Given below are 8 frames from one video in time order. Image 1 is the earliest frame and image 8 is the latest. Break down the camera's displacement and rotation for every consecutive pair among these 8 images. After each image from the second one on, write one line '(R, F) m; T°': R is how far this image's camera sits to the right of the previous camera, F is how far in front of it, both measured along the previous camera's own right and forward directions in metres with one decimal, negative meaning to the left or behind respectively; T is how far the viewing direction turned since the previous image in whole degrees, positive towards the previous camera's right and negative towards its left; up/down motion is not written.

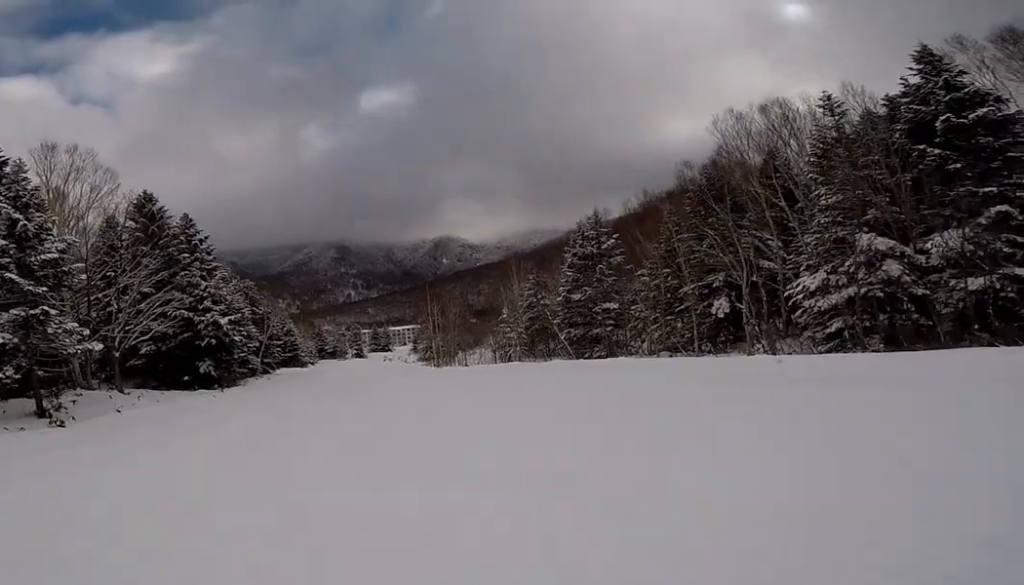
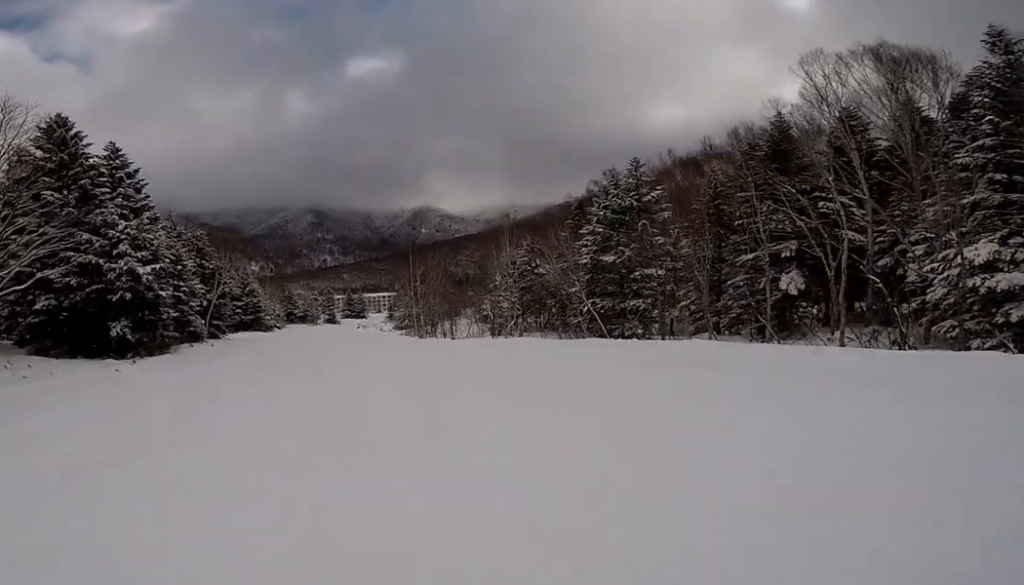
(-0.5, +6.6) m; -5°
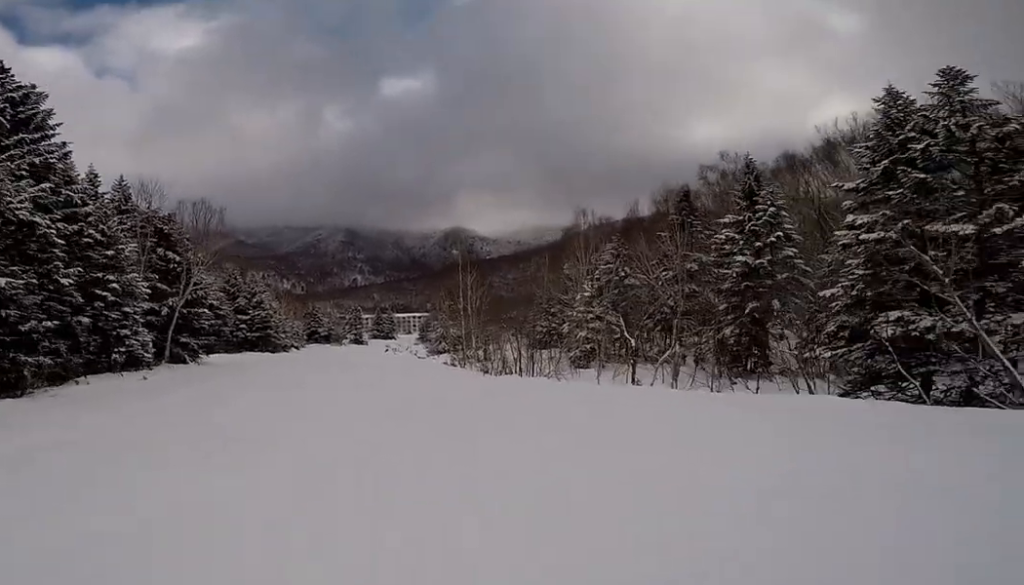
(-0.1, +13.1) m; +7°
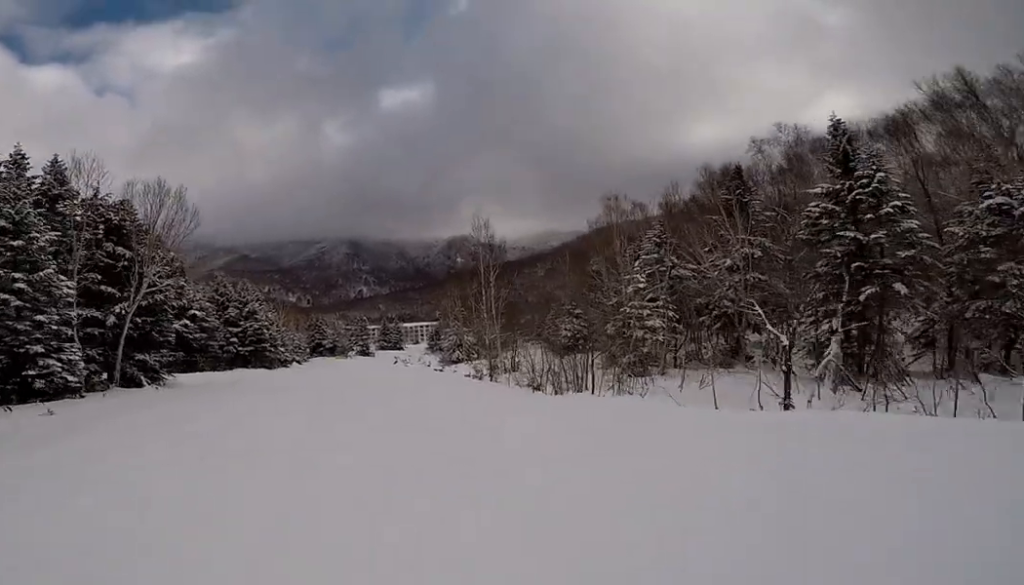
(+1.2, +6.2) m; 0°
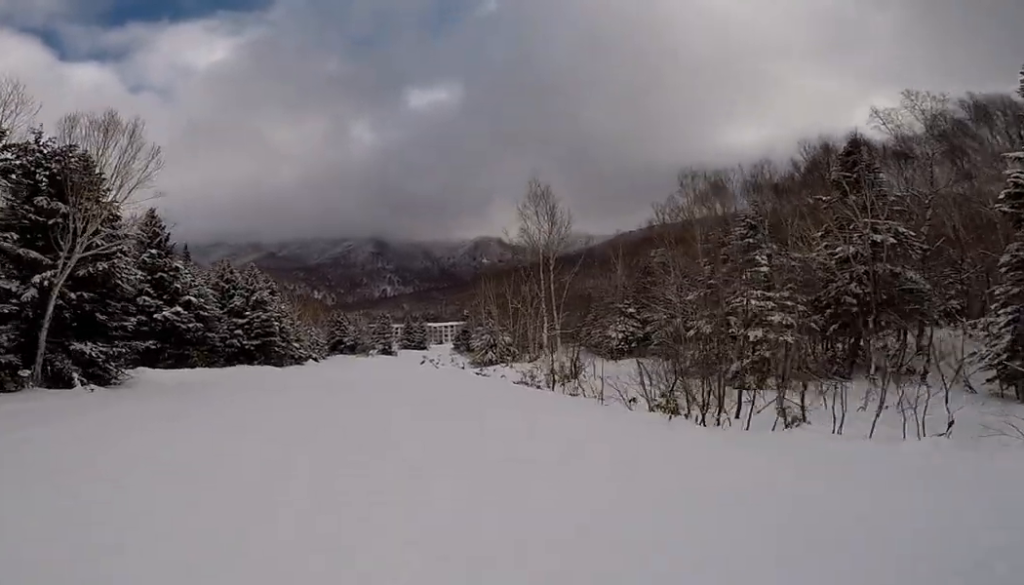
(-0.8, +6.6) m; -5°
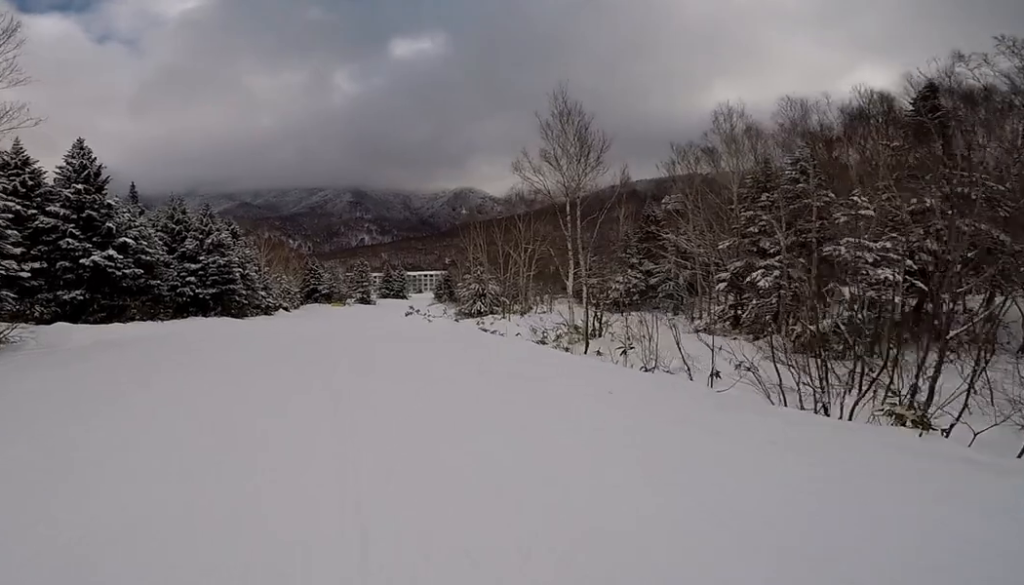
(-0.4, +5.4) m; -3°
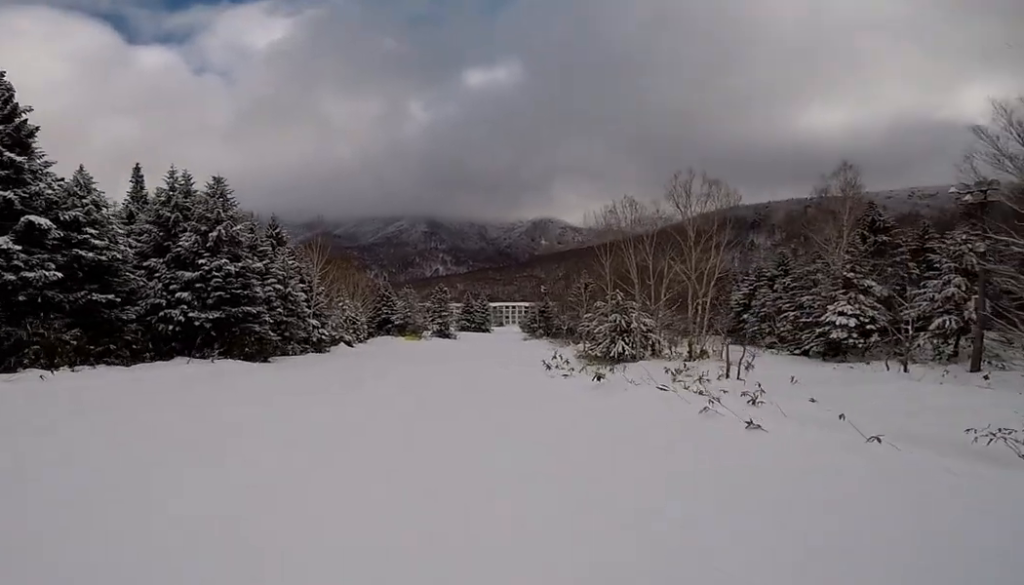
(+0.6, +15.8) m; +2°
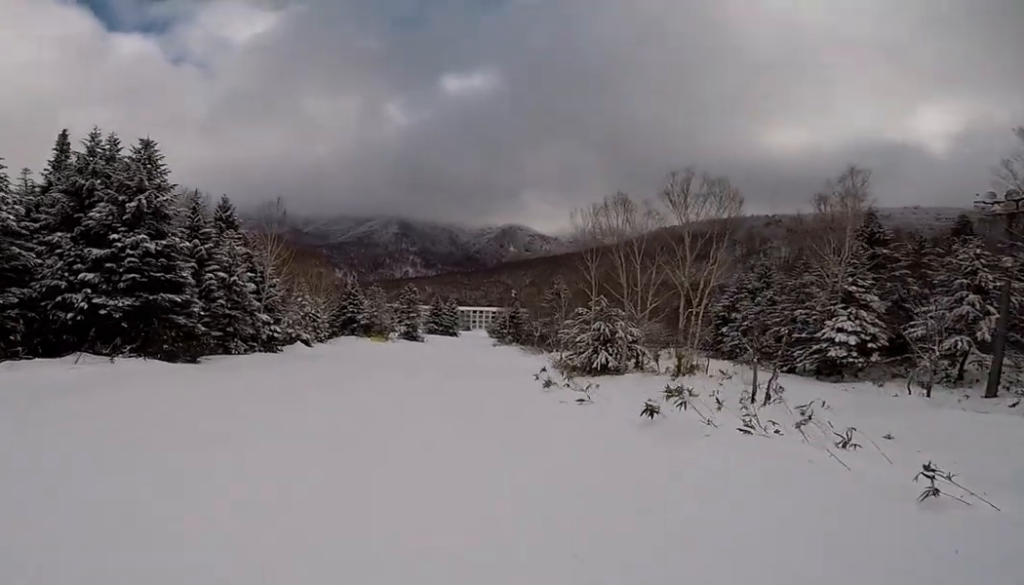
(0.0, +4.3) m; 0°
